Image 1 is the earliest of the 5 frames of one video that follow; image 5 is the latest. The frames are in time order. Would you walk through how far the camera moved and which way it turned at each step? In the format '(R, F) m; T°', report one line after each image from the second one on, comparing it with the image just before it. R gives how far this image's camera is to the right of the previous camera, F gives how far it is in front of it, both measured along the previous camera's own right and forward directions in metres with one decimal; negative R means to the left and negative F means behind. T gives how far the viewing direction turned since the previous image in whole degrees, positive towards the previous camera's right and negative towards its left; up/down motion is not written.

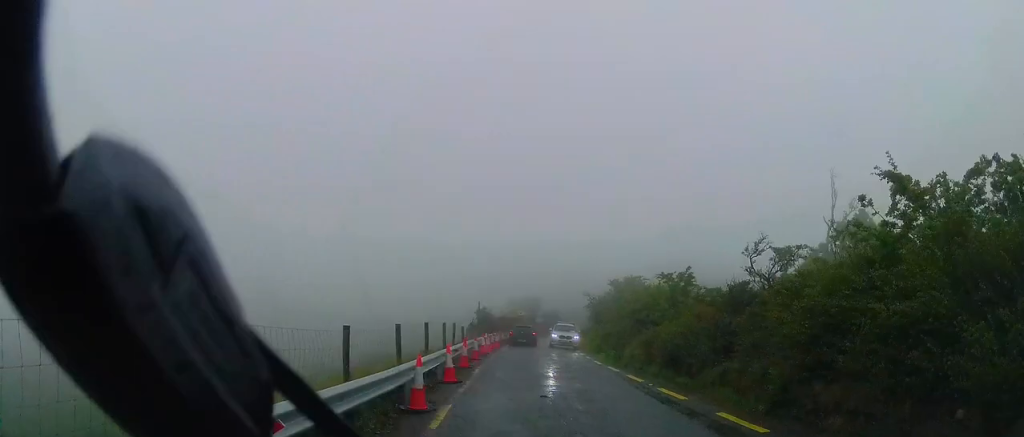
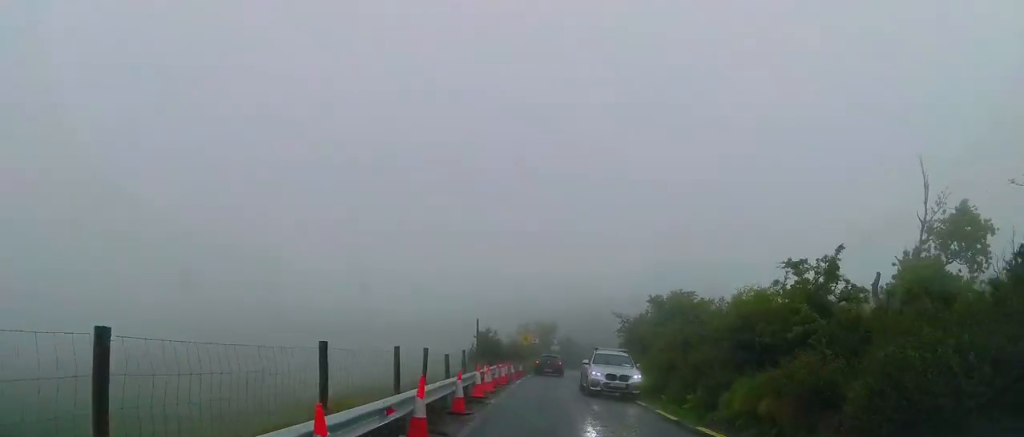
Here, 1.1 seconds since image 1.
(+0.1, +8.8) m; +1°
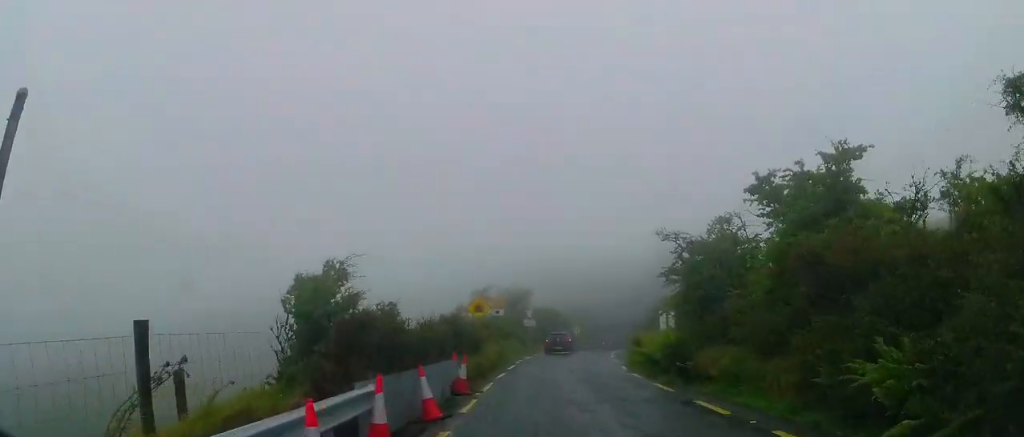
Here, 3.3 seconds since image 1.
(+1.7, +19.3) m; +8°
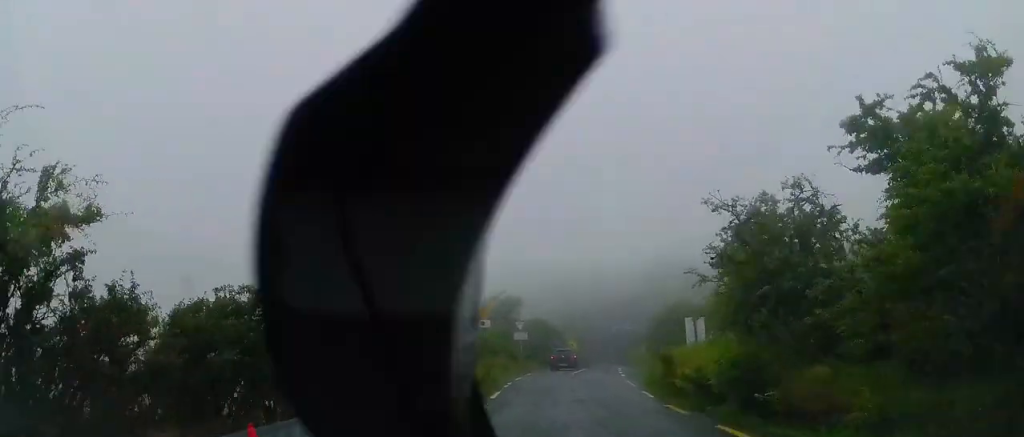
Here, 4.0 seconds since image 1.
(-0.2, +5.6) m; -1°
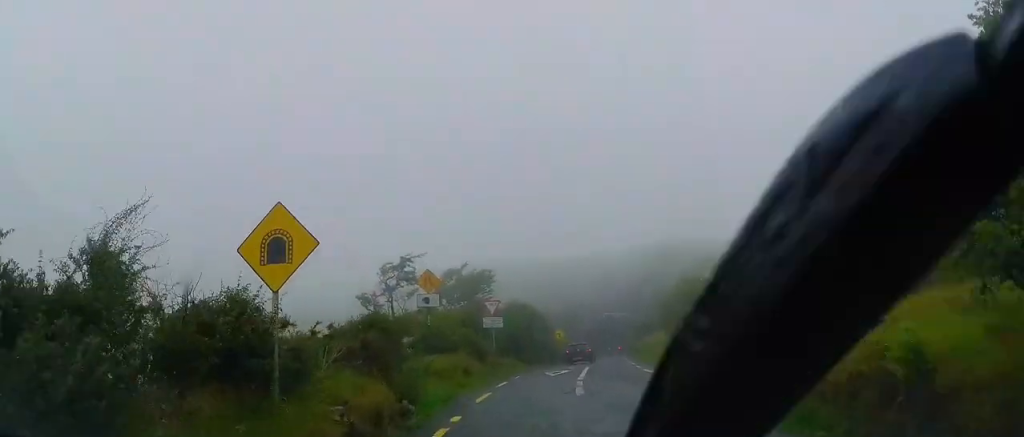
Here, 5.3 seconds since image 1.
(-0.1, +11.6) m; -1°
